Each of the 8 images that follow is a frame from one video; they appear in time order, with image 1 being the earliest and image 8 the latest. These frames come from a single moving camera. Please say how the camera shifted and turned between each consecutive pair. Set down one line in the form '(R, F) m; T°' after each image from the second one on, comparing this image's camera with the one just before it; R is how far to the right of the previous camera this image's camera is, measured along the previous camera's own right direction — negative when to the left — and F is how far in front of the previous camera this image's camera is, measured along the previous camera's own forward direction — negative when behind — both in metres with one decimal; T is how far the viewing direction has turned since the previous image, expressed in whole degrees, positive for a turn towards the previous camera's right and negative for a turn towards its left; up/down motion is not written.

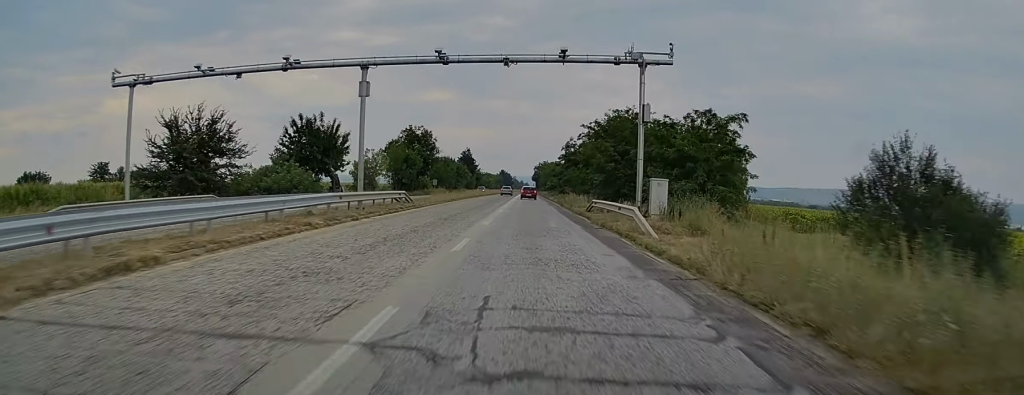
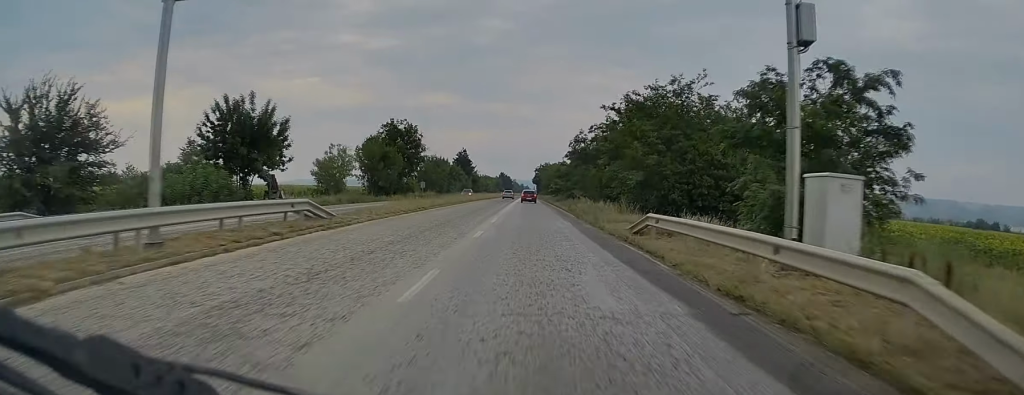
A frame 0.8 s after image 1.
(-0.1, +14.5) m; -1°
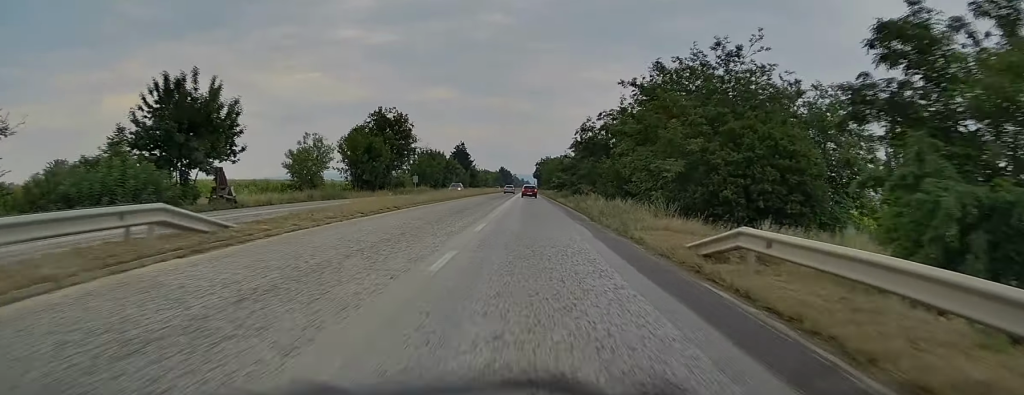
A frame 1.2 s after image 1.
(-0.1, +7.6) m; -1°
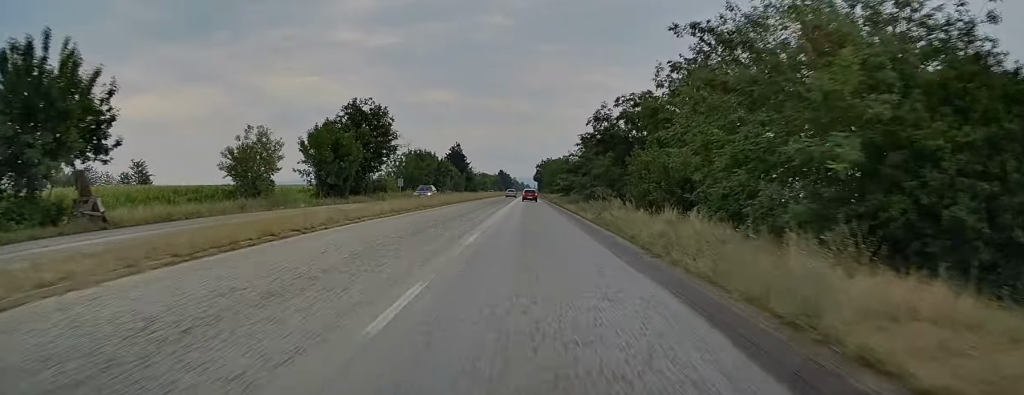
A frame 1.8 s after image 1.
(-0.1, +12.1) m; 0°
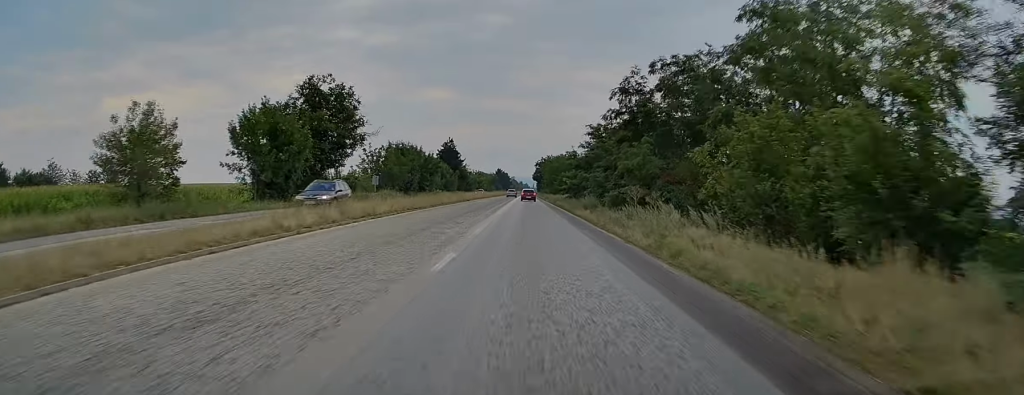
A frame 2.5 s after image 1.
(0.0, +14.1) m; +1°
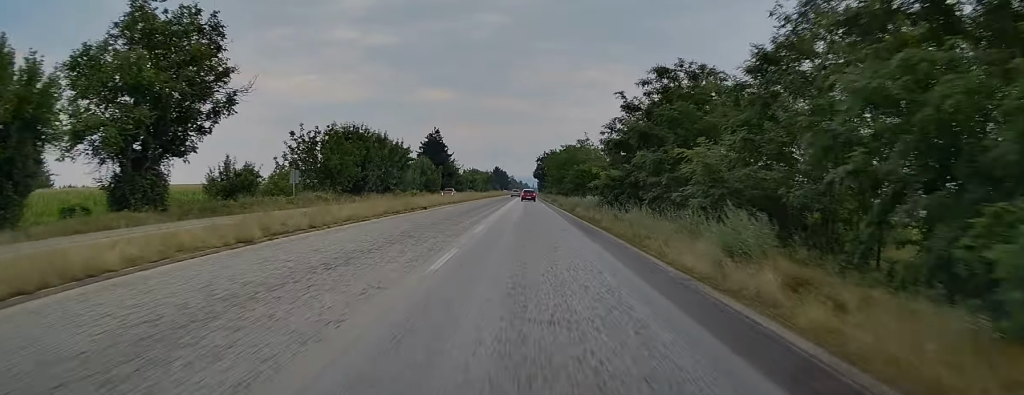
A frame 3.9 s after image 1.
(+0.2, +26.5) m; 0°
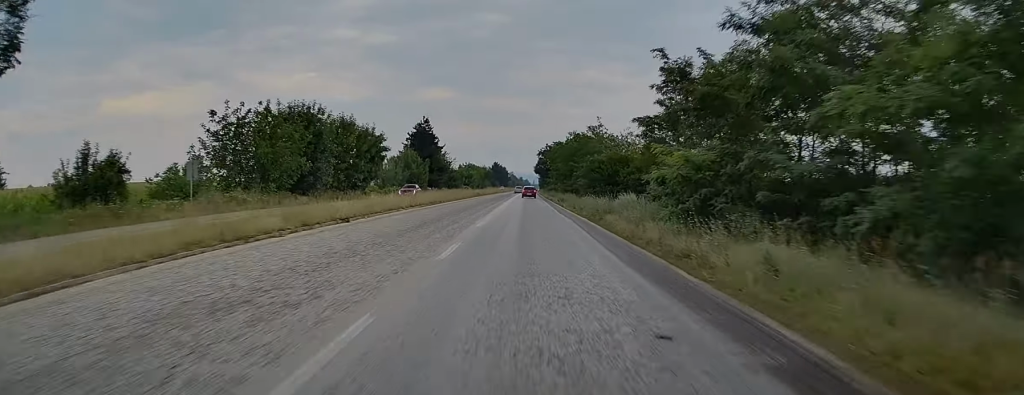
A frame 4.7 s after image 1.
(-0.2, +15.7) m; 0°
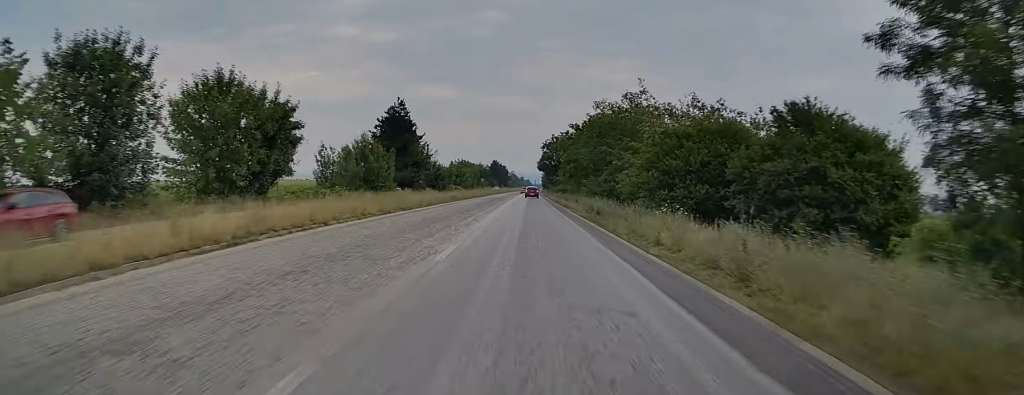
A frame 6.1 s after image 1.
(+0.2, +27.2) m; 0°
